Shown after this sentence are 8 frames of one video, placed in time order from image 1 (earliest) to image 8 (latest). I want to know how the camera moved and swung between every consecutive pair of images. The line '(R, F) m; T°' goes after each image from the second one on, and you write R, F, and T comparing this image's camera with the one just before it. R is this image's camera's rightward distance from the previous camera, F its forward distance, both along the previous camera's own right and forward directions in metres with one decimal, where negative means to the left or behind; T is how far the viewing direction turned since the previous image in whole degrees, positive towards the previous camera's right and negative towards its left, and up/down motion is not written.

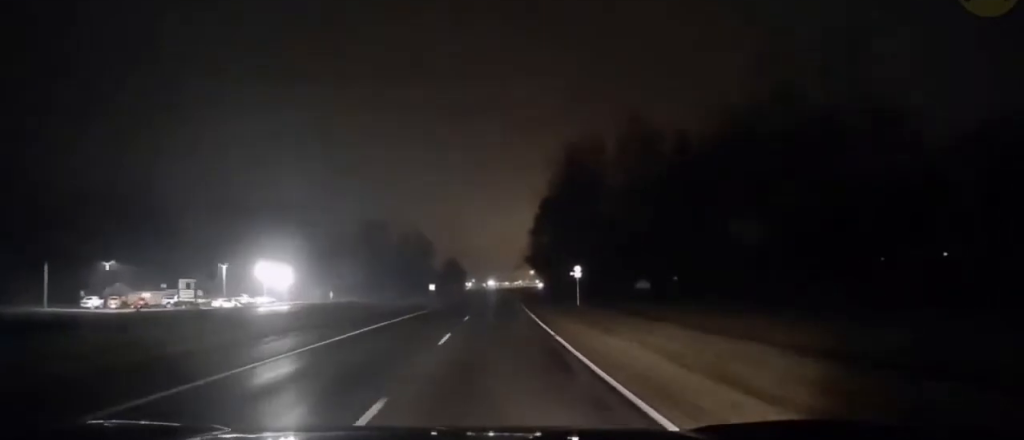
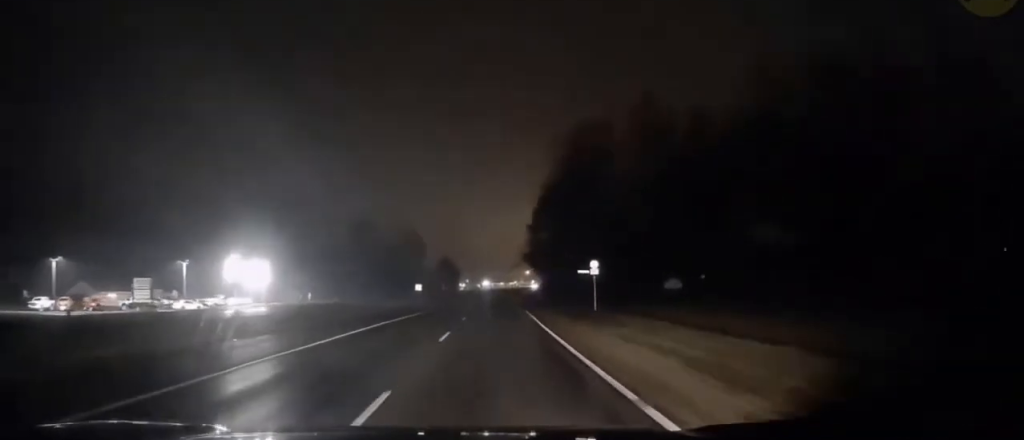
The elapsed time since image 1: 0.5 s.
(0.0, +11.7) m; 0°
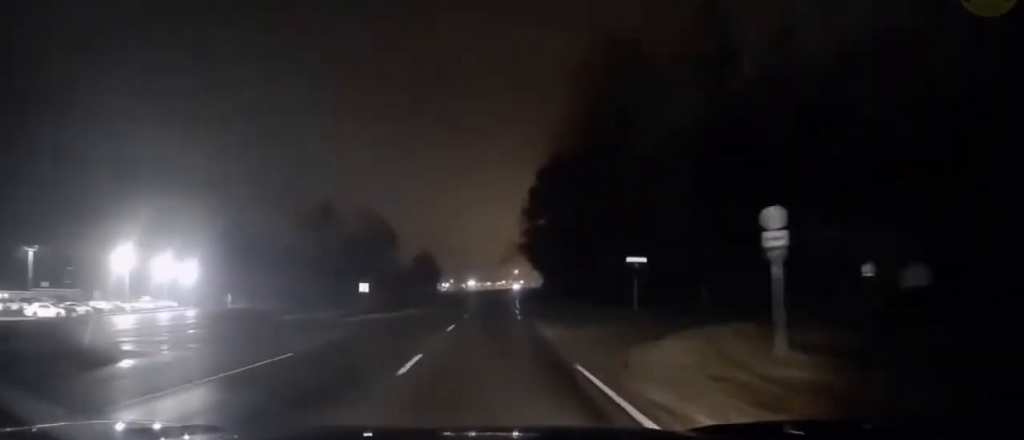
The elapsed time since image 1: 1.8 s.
(+0.1, +29.6) m; +2°
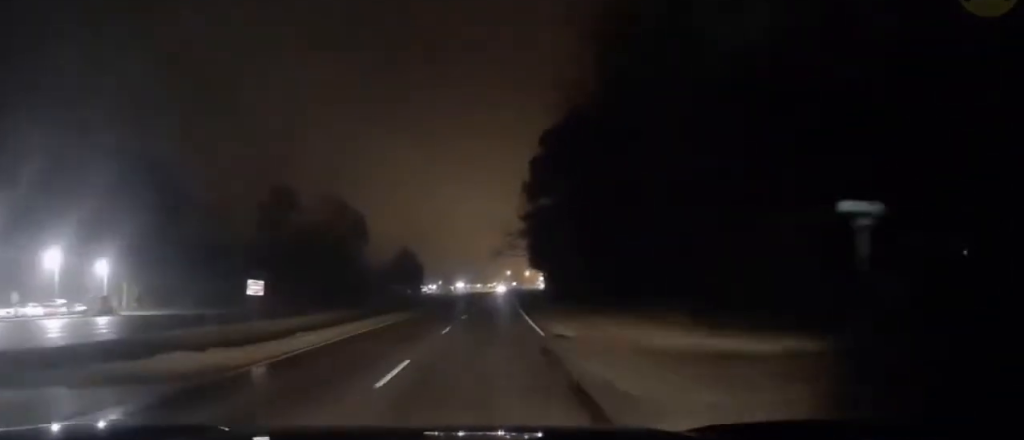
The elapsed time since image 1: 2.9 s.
(+0.7, +25.8) m; +1°
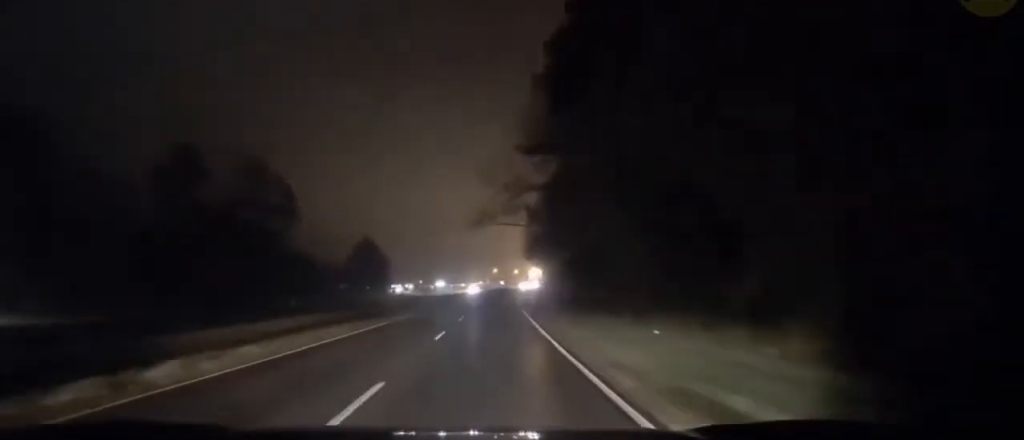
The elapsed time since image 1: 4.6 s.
(0.0, +39.9) m; +2°
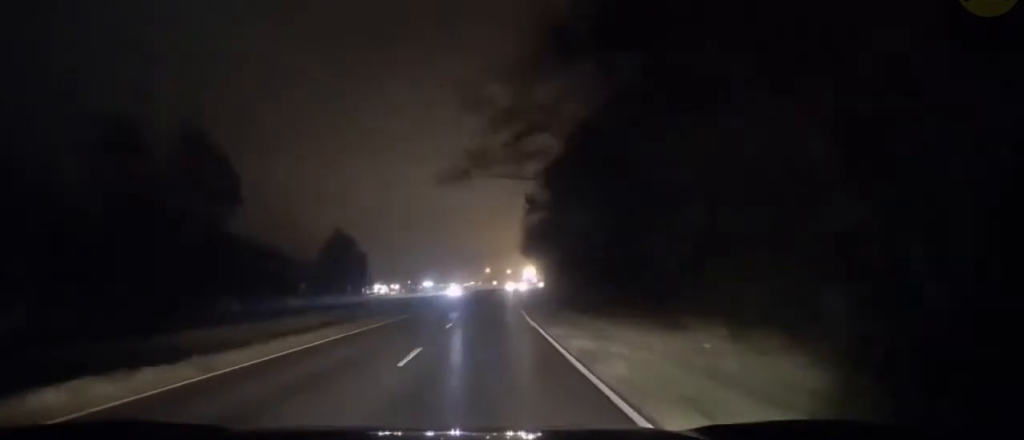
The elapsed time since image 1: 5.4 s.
(+0.2, +18.8) m; +1°
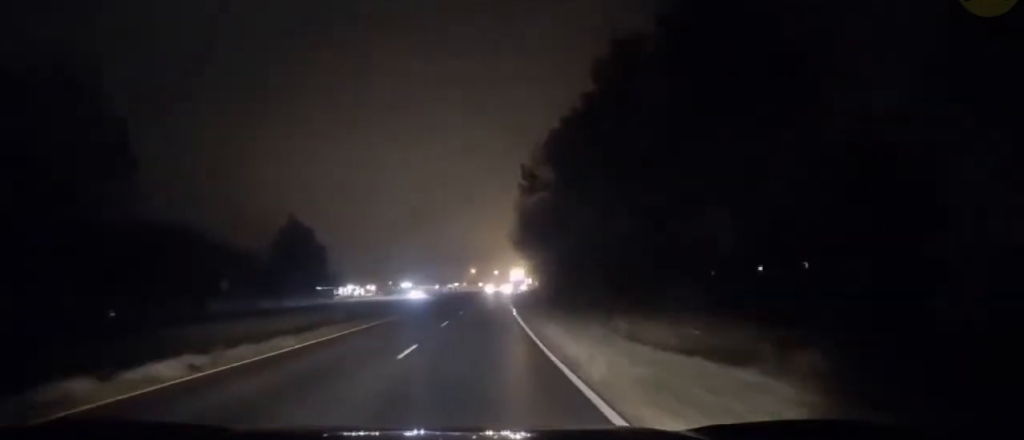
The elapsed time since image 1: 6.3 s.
(+0.1, +21.9) m; +1°
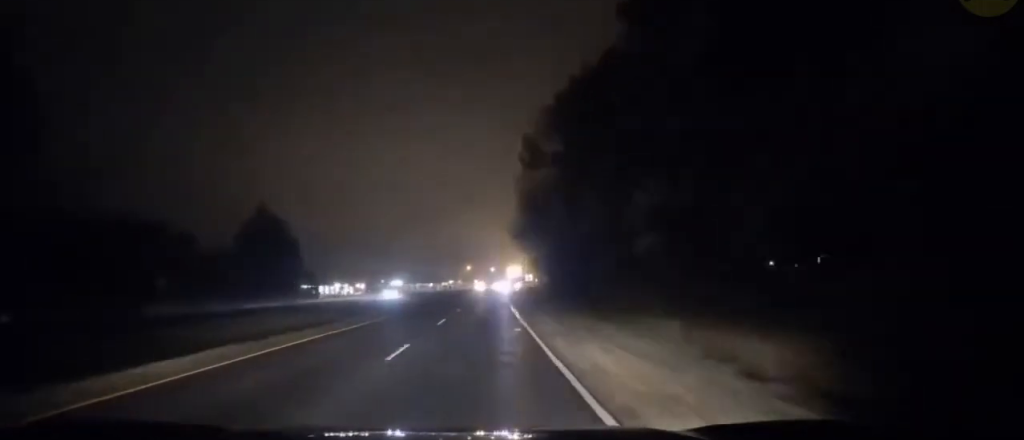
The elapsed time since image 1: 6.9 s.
(0.0, +13.3) m; +1°
